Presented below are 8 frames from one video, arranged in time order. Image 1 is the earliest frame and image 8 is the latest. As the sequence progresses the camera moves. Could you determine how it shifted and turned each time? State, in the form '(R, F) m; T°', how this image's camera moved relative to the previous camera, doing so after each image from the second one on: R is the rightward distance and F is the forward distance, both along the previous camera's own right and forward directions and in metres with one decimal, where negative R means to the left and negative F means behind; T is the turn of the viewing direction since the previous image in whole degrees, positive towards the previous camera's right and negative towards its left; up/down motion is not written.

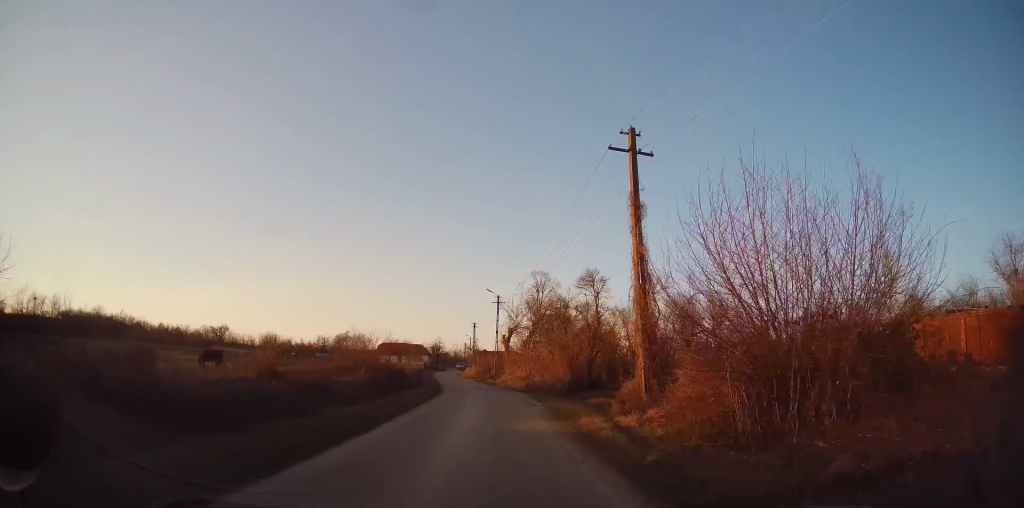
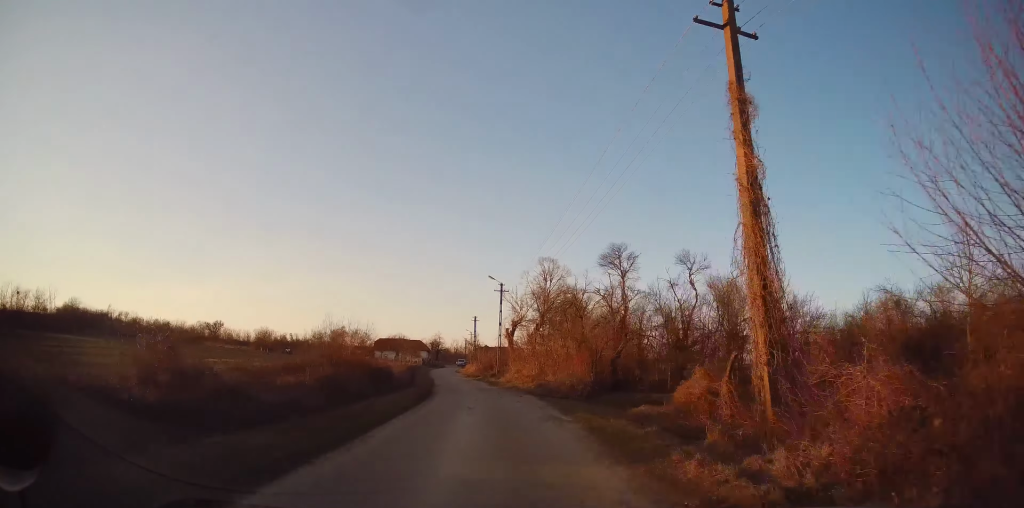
(0.0, +5.9) m; 0°
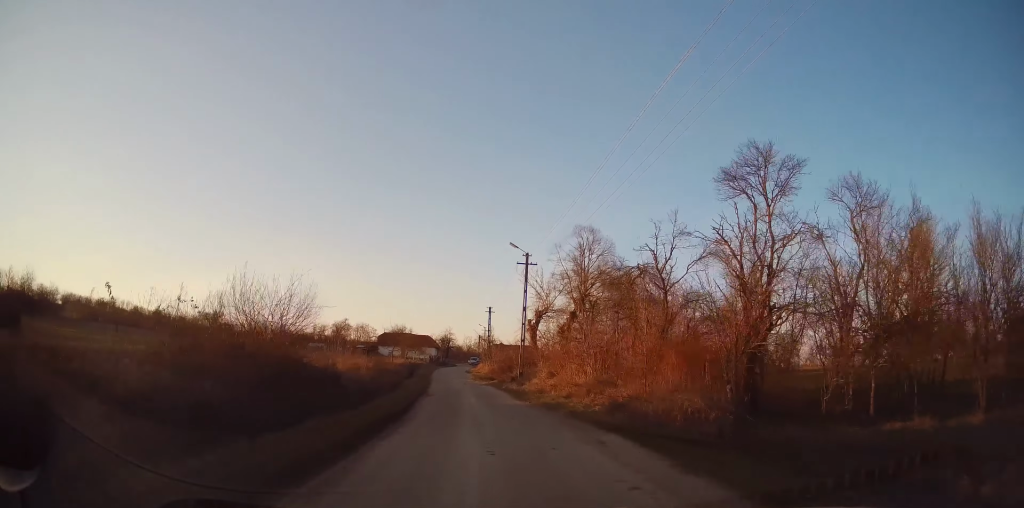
(+0.1, +12.4) m; +1°
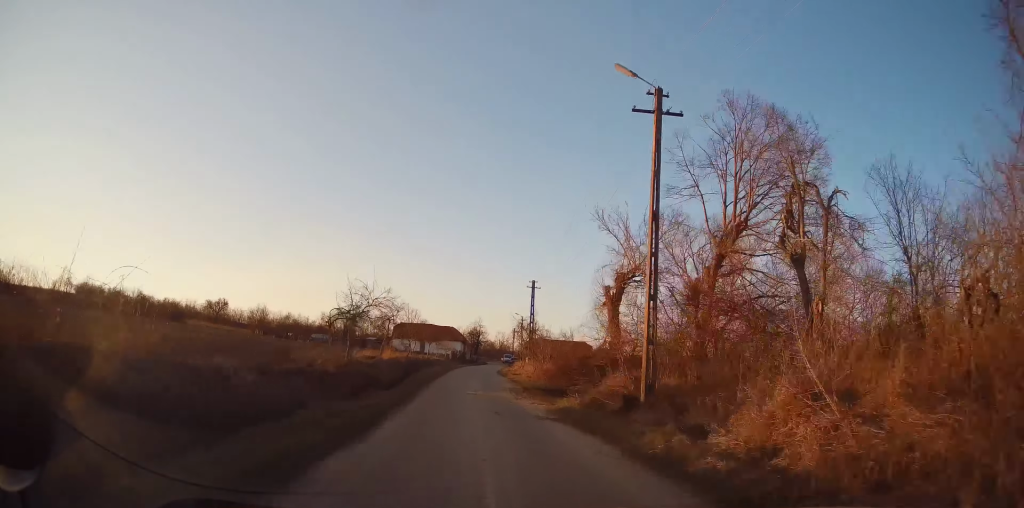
(-0.7, +20.3) m; -4°
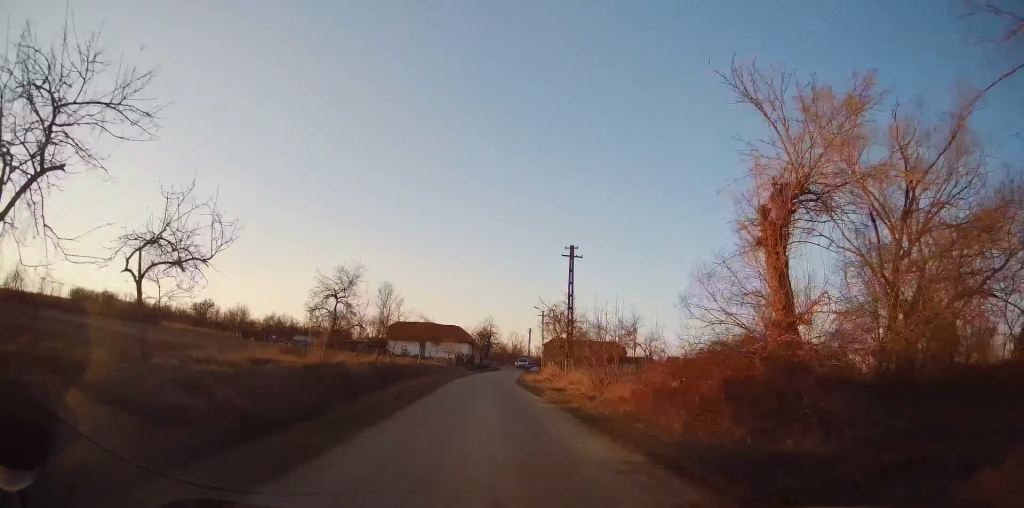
(-0.2, +15.9) m; -1°
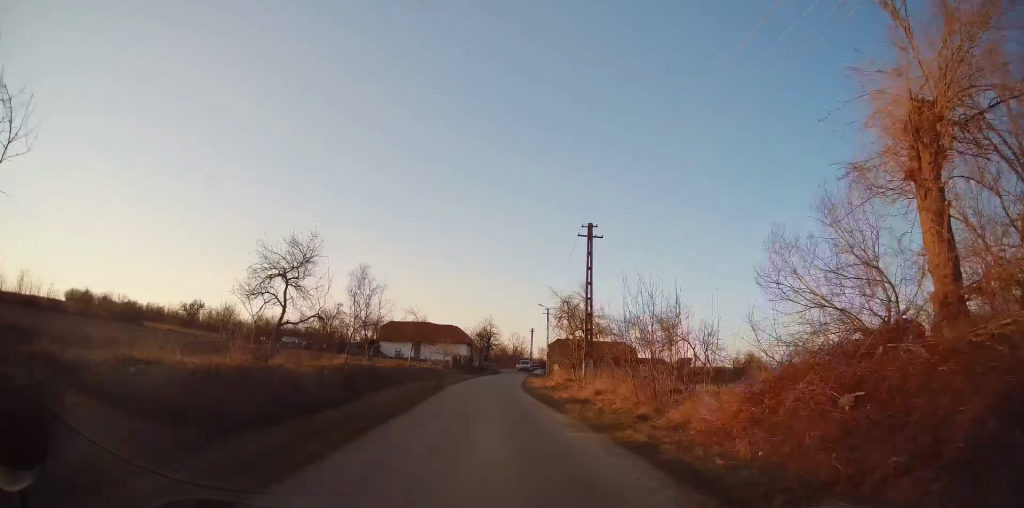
(-0.1, +5.8) m; 0°
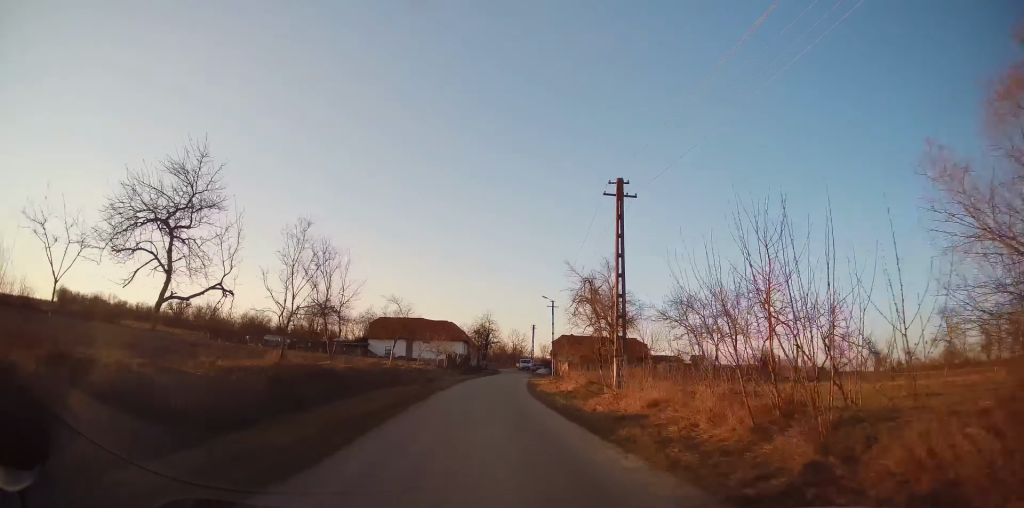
(+0.1, +6.5) m; +1°
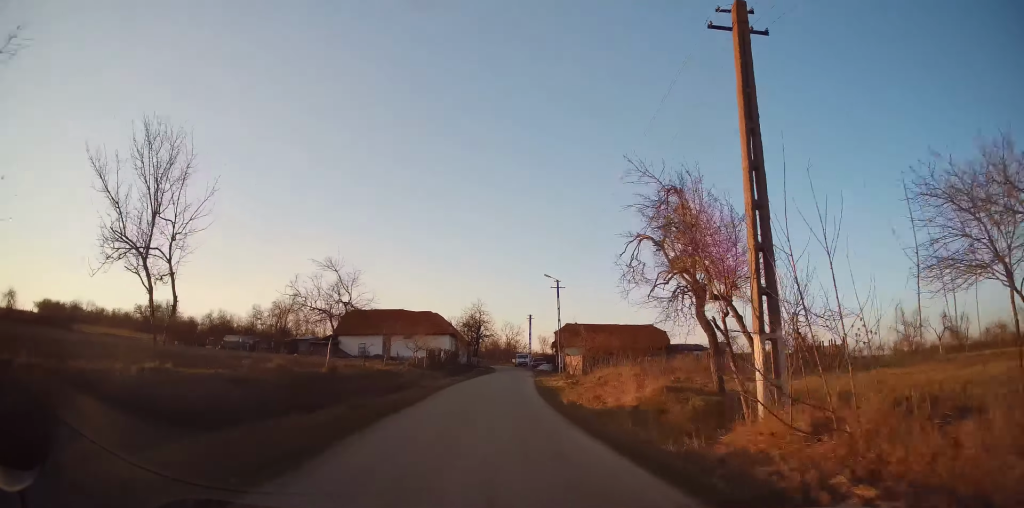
(+0.2, +11.0) m; +2°
